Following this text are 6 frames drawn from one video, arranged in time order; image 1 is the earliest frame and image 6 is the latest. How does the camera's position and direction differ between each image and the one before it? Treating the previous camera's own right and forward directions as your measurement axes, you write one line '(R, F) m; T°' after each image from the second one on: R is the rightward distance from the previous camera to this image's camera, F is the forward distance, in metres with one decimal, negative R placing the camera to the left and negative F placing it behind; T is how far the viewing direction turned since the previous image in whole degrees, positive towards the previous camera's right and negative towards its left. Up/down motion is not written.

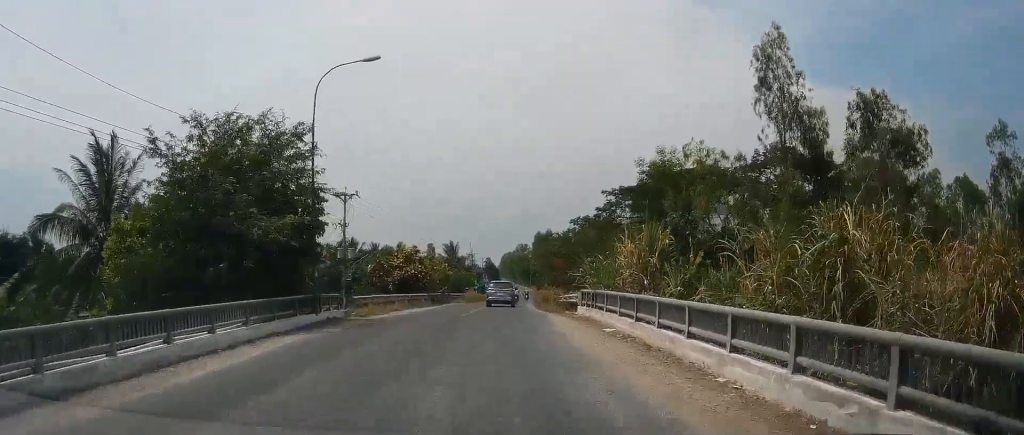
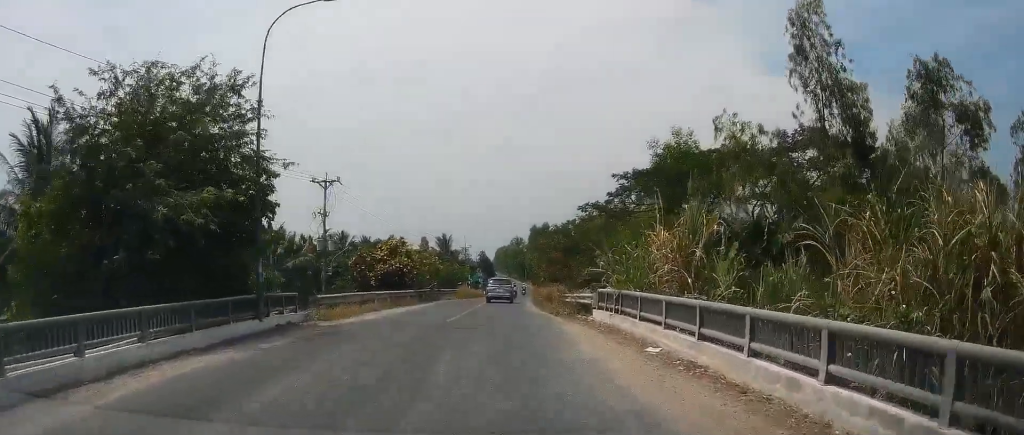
(0.0, +5.3) m; +1°
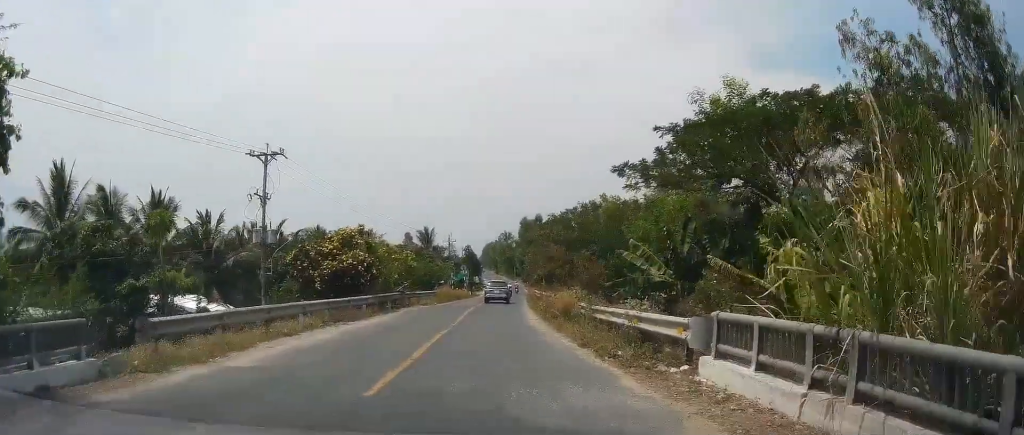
(+0.1, +11.1) m; 0°
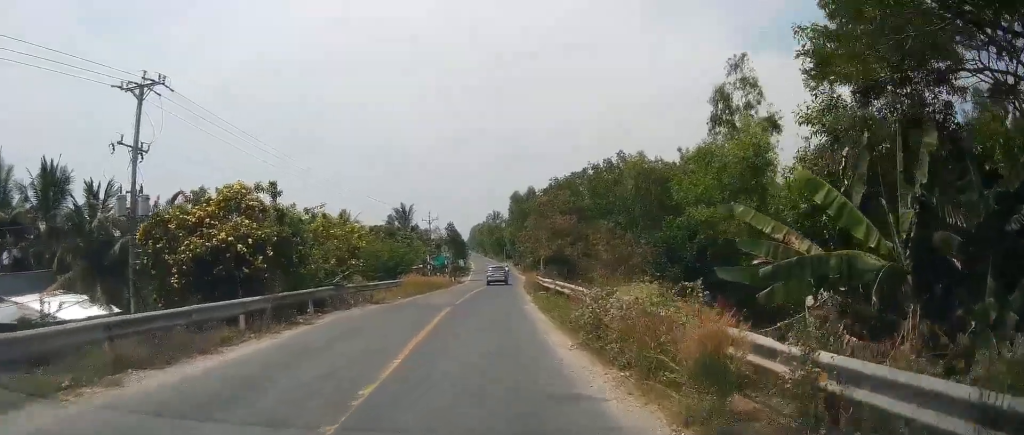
(+0.3, +13.8) m; +3°
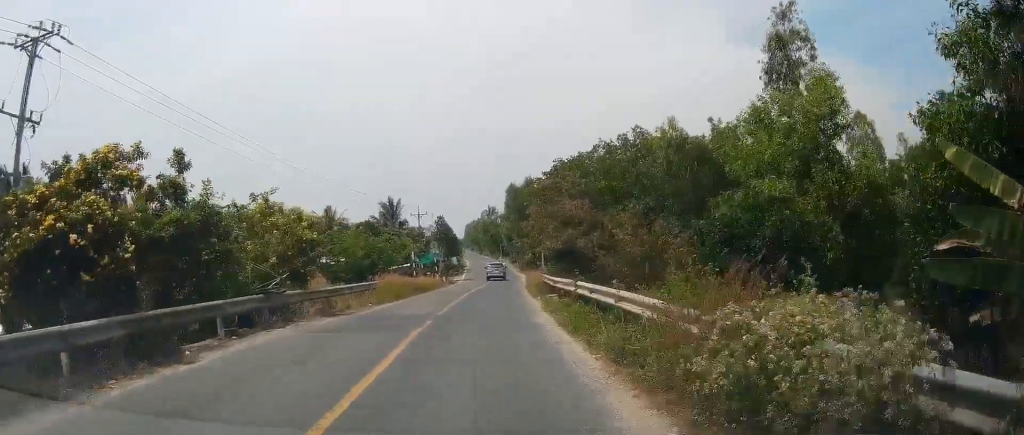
(-0.1, +6.8) m; +2°
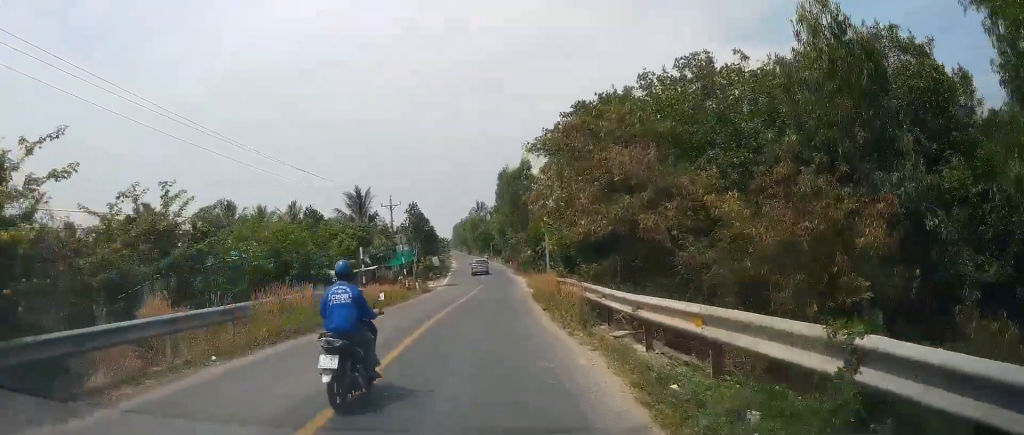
(+0.2, +14.1) m; 0°
